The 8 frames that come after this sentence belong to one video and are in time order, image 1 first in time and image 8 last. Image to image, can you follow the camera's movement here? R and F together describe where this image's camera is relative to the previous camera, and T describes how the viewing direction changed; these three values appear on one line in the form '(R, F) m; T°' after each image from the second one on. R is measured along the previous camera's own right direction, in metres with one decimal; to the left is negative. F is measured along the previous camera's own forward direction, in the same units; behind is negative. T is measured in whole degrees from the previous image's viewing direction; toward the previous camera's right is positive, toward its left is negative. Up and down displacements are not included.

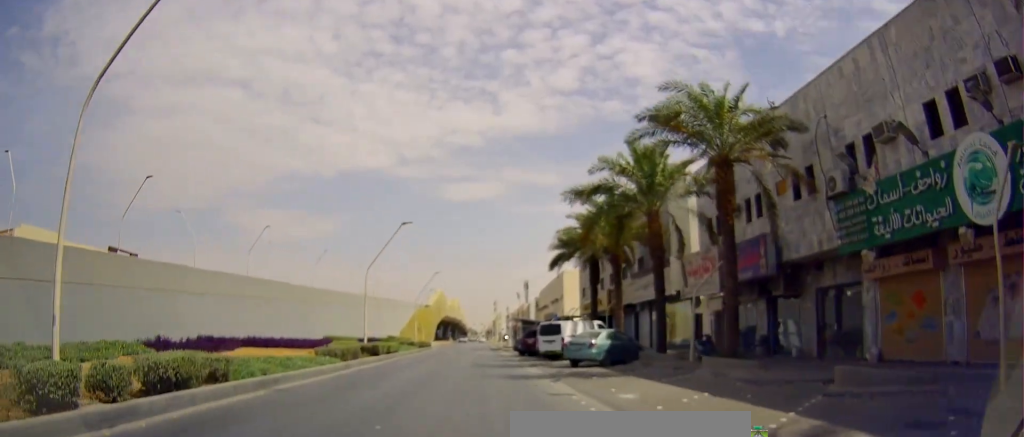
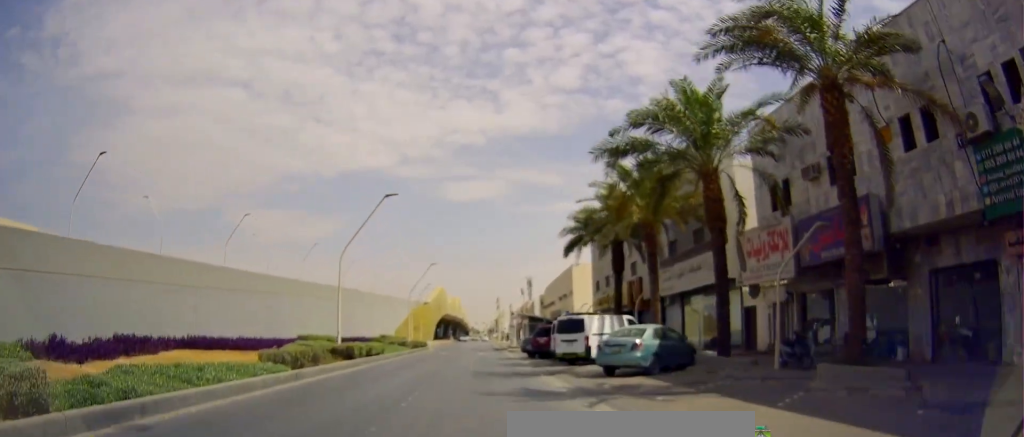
(+0.1, +6.4) m; +1°
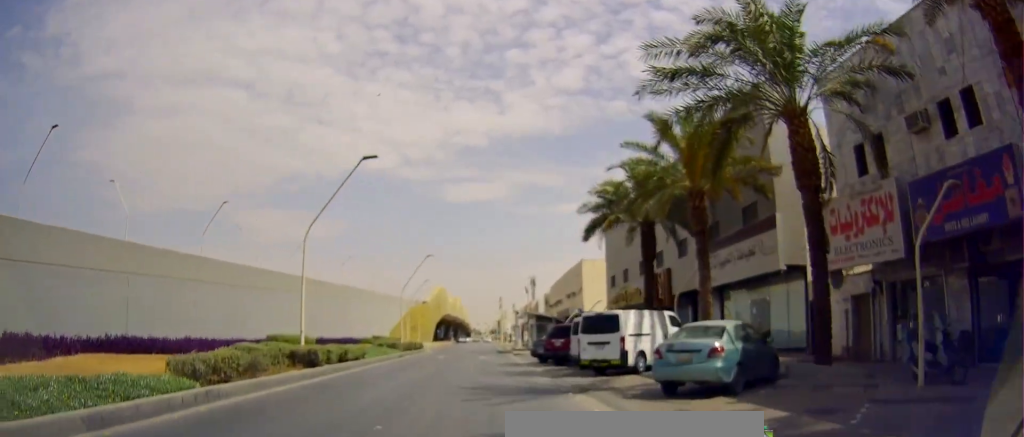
(0.0, +5.7) m; 0°
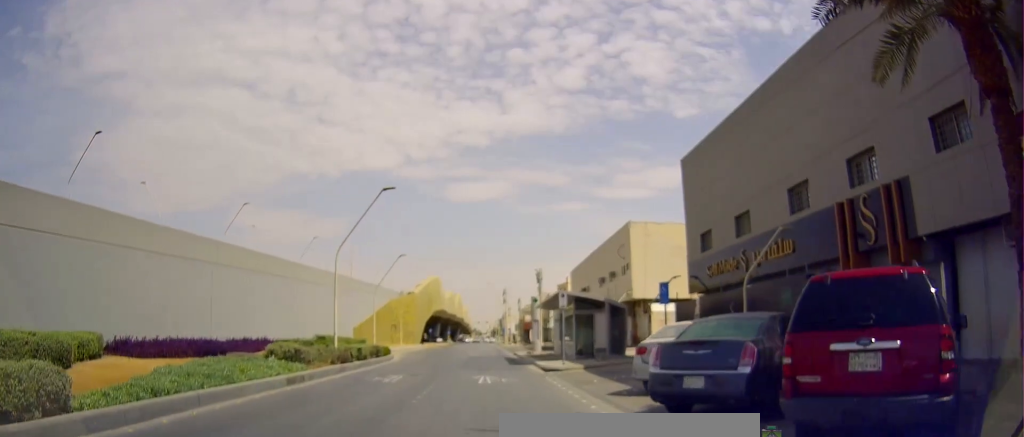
(-0.3, +20.6) m; -1°
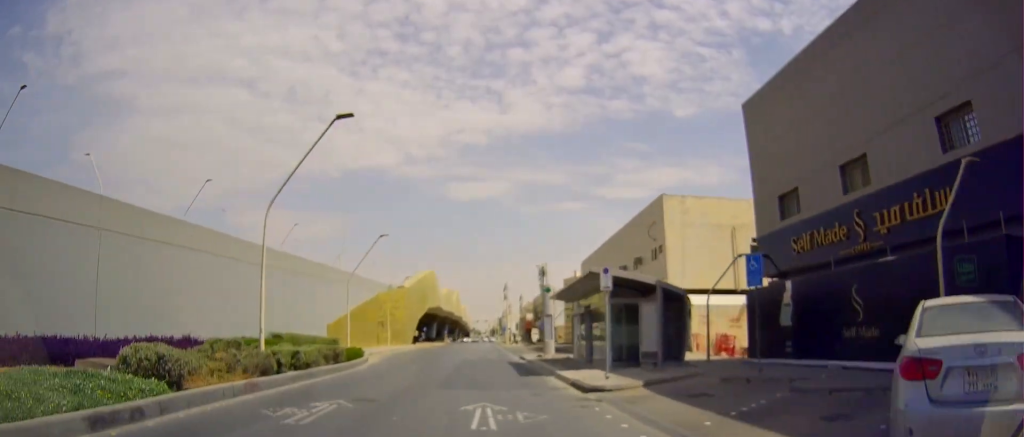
(0.0, +8.5) m; +1°
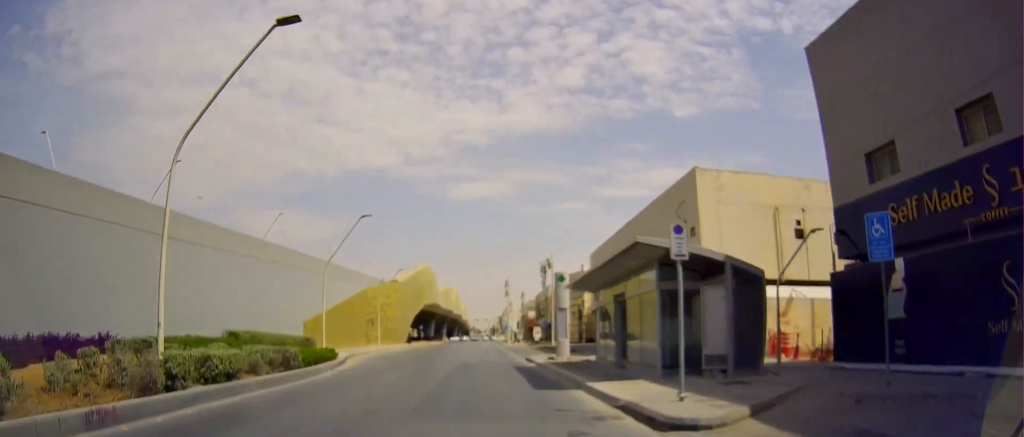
(-0.2, +5.8) m; +2°
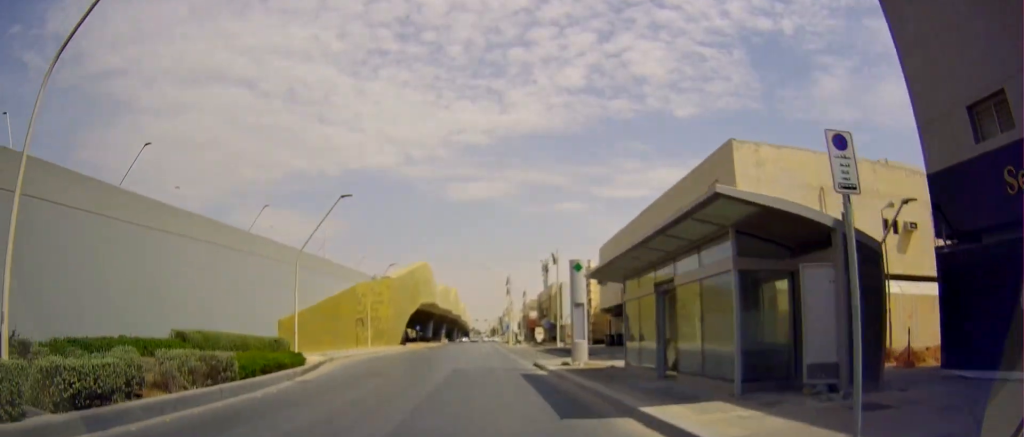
(+0.3, +4.8) m; +1°
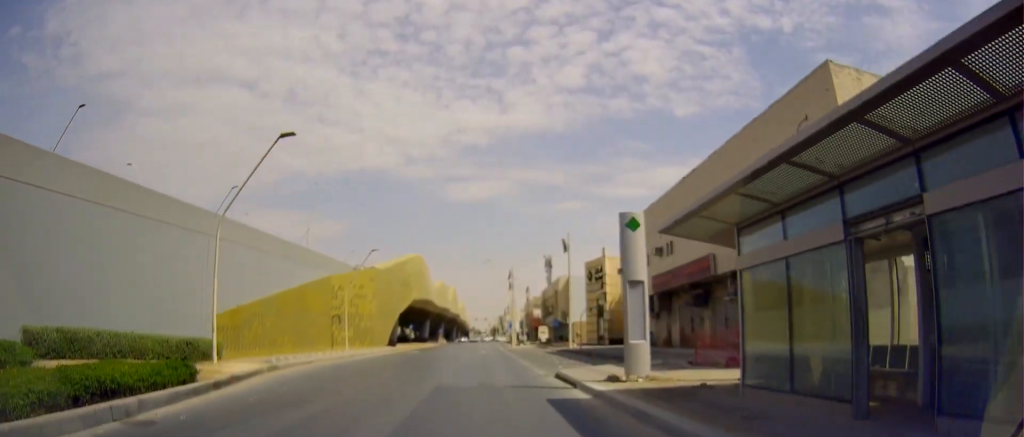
(+0.1, +8.7) m; 0°
